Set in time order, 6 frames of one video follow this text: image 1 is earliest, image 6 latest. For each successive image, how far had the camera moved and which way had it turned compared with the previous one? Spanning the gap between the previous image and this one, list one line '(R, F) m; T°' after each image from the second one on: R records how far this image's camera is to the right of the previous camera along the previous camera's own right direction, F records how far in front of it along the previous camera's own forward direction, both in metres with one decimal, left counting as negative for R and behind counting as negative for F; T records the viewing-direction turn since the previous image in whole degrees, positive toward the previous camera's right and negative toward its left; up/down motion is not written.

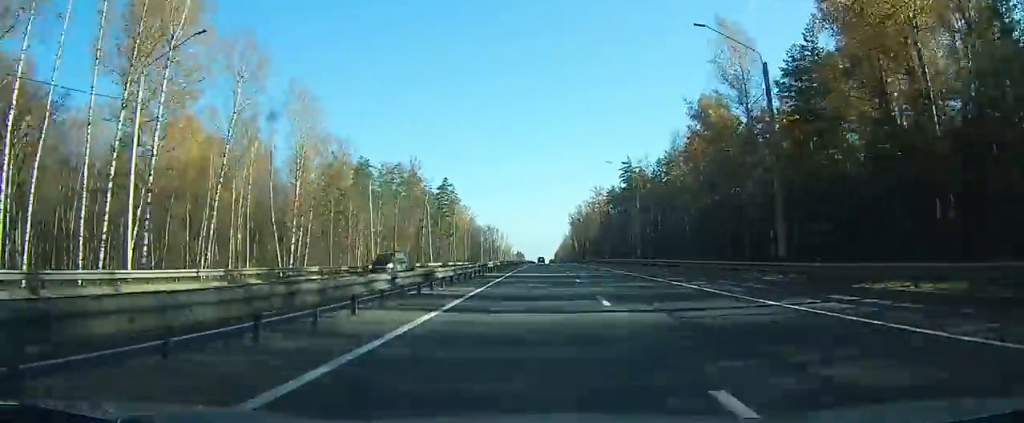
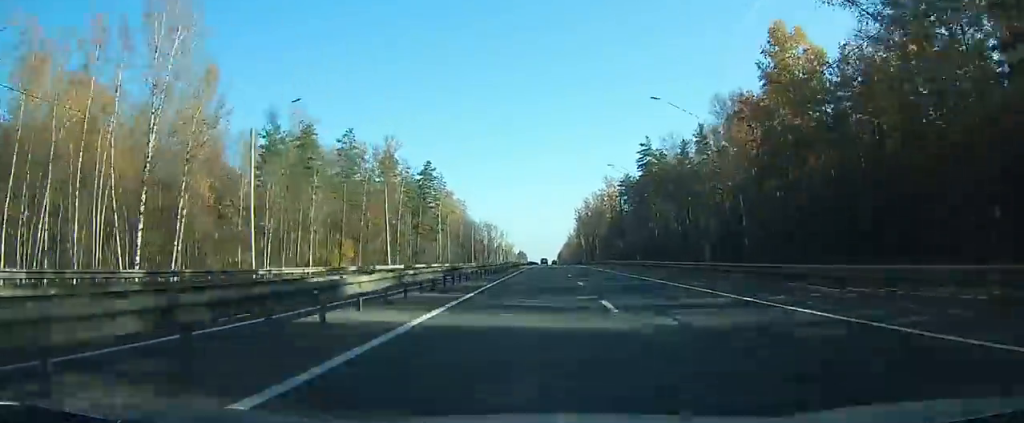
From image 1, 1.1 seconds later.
(+0.2, +25.4) m; 0°
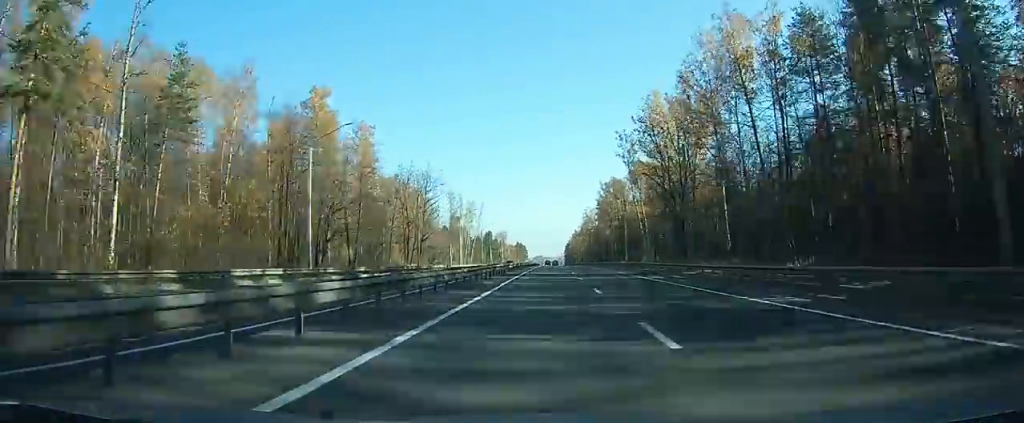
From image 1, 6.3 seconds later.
(-0.6, +116.8) m; 0°
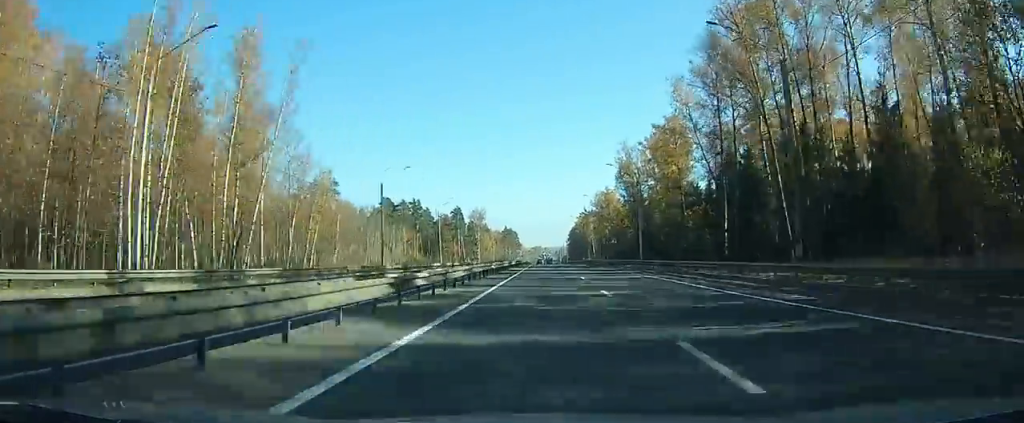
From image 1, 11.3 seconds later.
(+0.8, +129.8) m; 0°
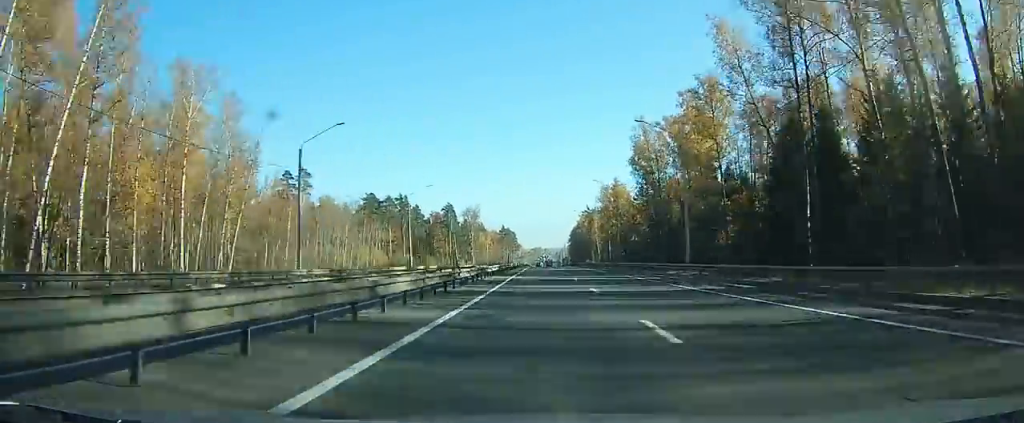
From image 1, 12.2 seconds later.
(-0.1, +21.2) m; 0°
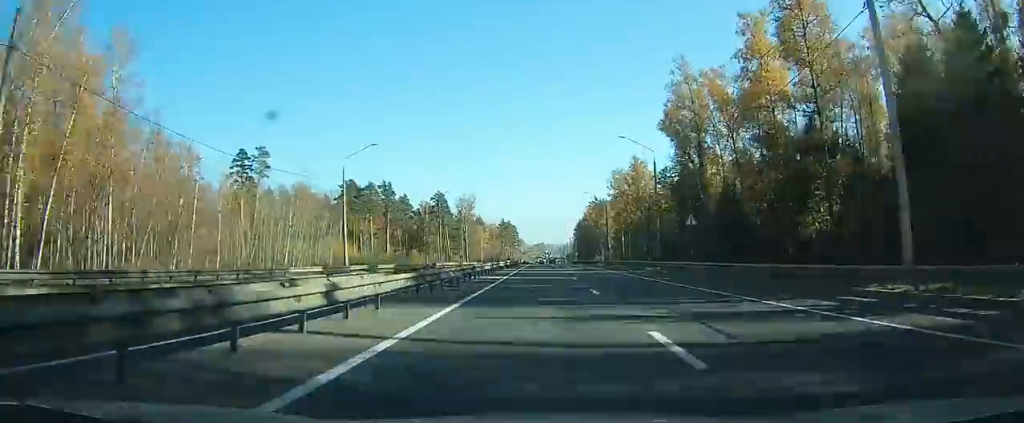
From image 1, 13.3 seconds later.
(0.0, +26.0) m; 0°
